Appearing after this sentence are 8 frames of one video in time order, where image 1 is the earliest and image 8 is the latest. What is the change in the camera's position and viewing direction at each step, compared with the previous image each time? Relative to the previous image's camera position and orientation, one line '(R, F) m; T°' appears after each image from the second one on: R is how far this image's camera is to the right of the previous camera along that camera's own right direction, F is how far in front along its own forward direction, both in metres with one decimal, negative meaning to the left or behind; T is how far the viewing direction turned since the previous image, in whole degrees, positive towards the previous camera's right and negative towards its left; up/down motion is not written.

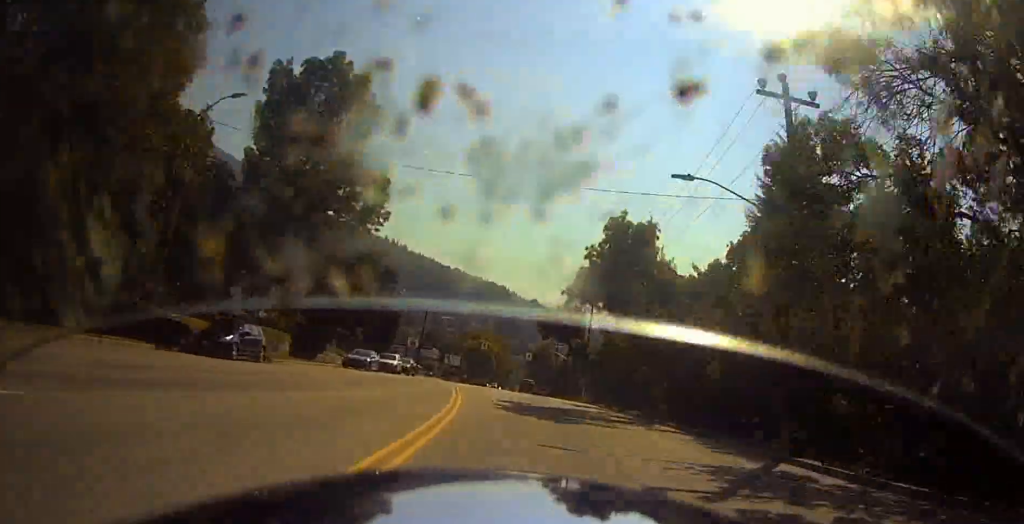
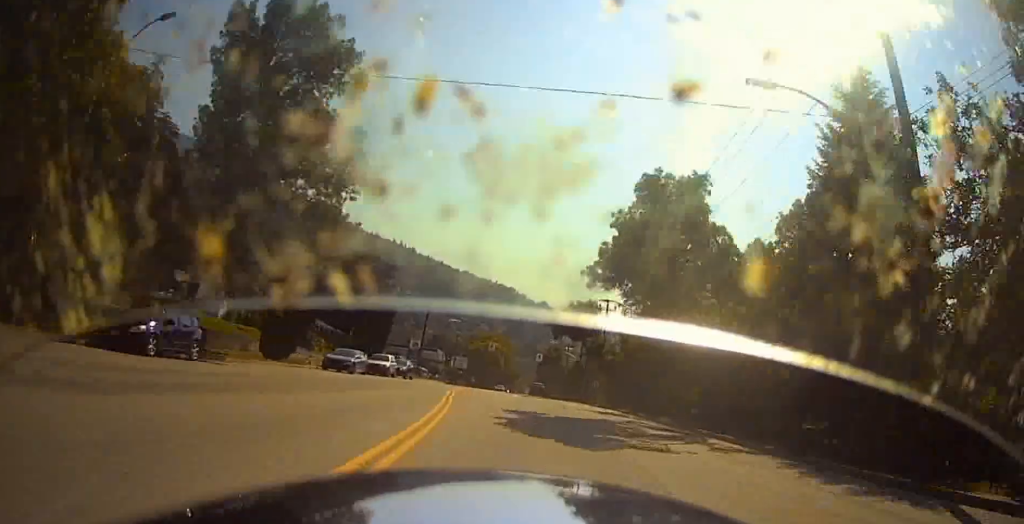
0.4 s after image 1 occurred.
(+0.1, +6.4) m; 0°
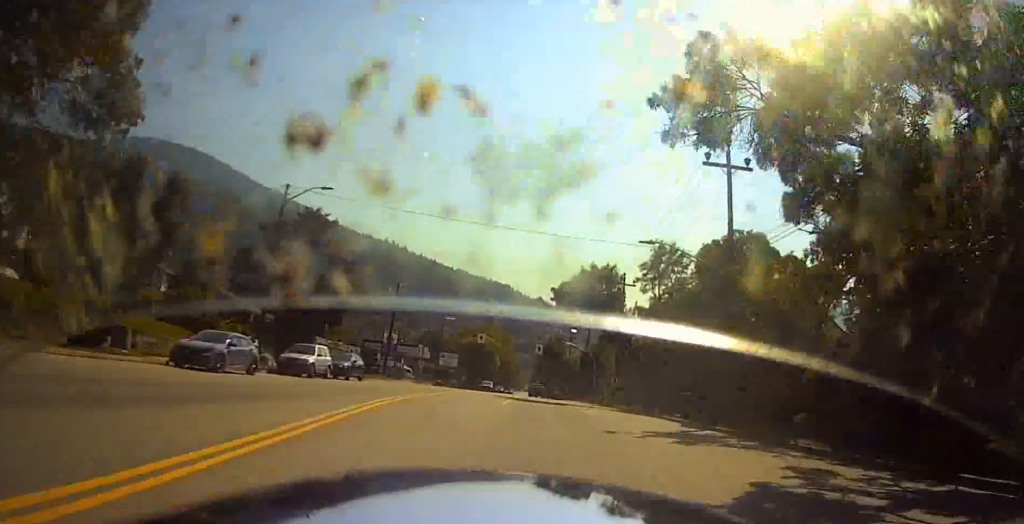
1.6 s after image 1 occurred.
(+0.1, +17.6) m; -1°
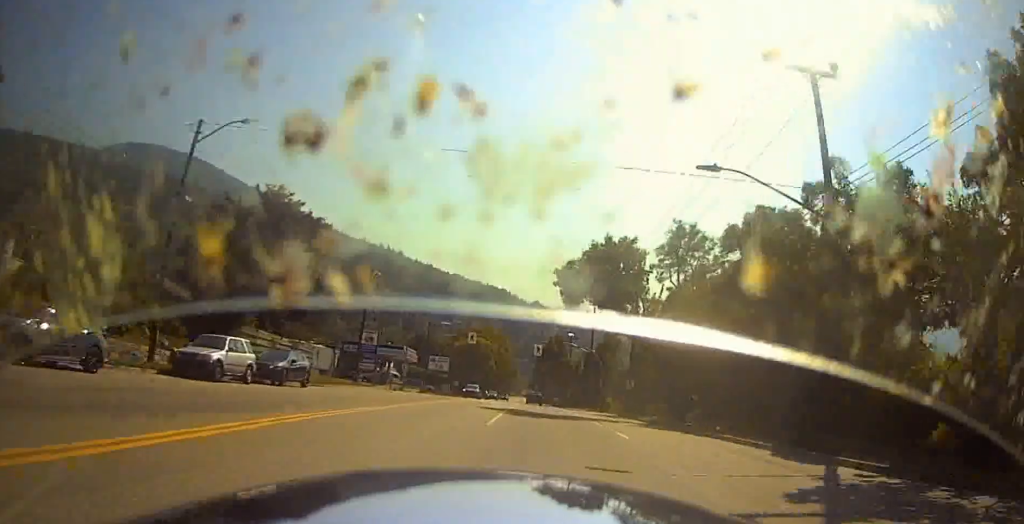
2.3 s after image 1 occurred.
(-0.3, +11.7) m; -1°
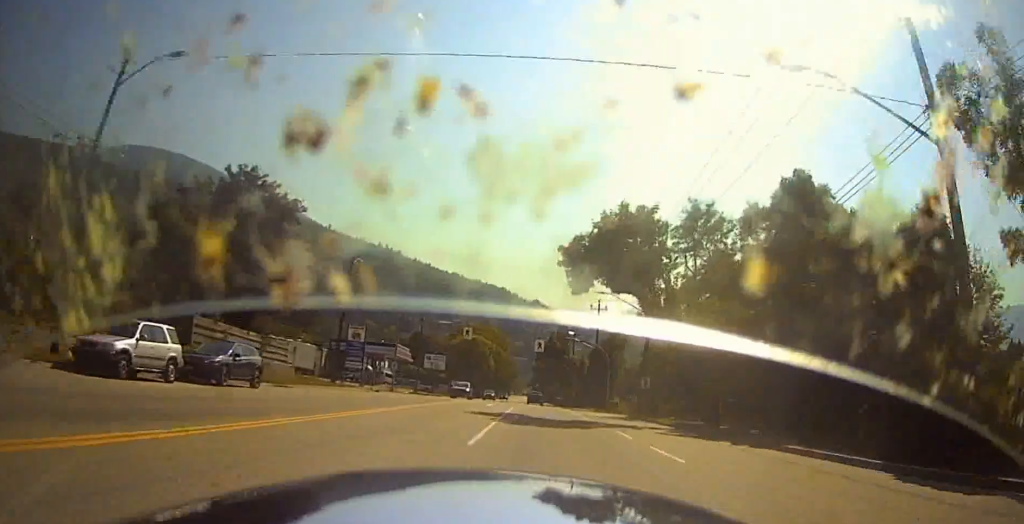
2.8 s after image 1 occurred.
(0.0, +7.3) m; 0°
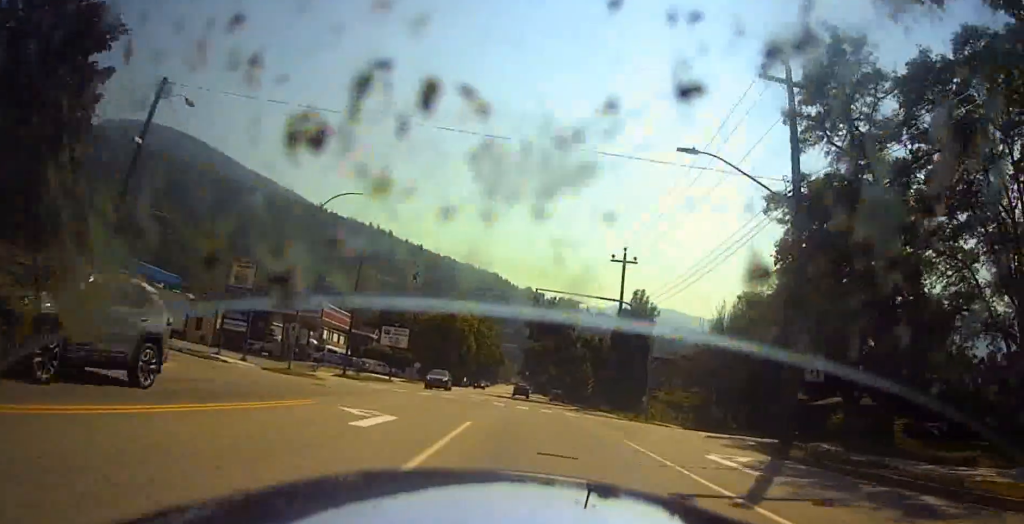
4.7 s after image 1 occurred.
(0.0, +30.4) m; 0°
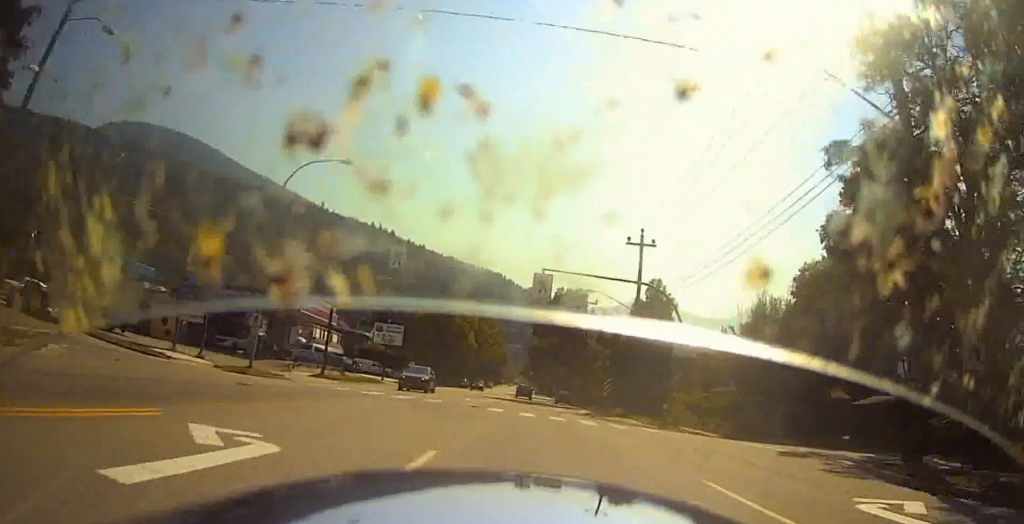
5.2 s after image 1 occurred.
(0.0, +6.9) m; 0°
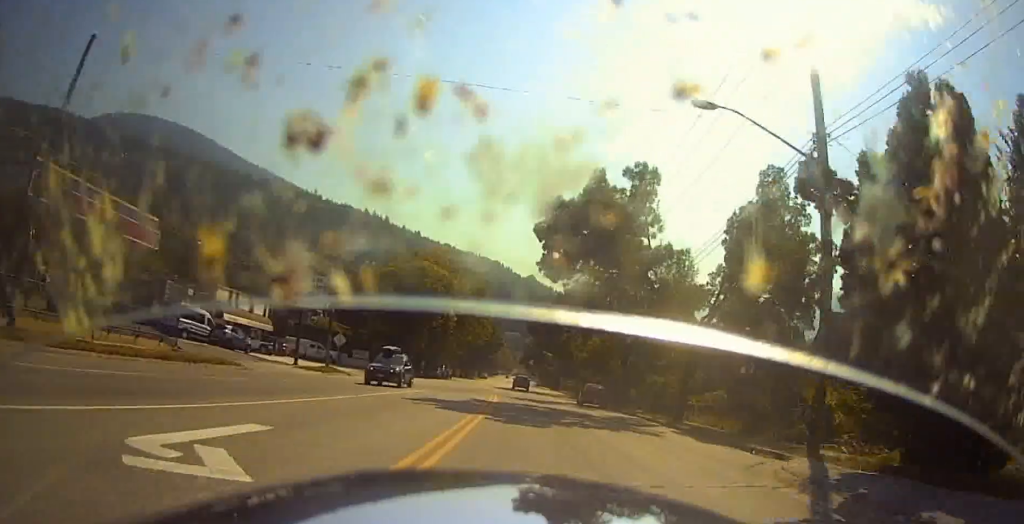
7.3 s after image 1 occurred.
(0.0, +31.2) m; 0°
